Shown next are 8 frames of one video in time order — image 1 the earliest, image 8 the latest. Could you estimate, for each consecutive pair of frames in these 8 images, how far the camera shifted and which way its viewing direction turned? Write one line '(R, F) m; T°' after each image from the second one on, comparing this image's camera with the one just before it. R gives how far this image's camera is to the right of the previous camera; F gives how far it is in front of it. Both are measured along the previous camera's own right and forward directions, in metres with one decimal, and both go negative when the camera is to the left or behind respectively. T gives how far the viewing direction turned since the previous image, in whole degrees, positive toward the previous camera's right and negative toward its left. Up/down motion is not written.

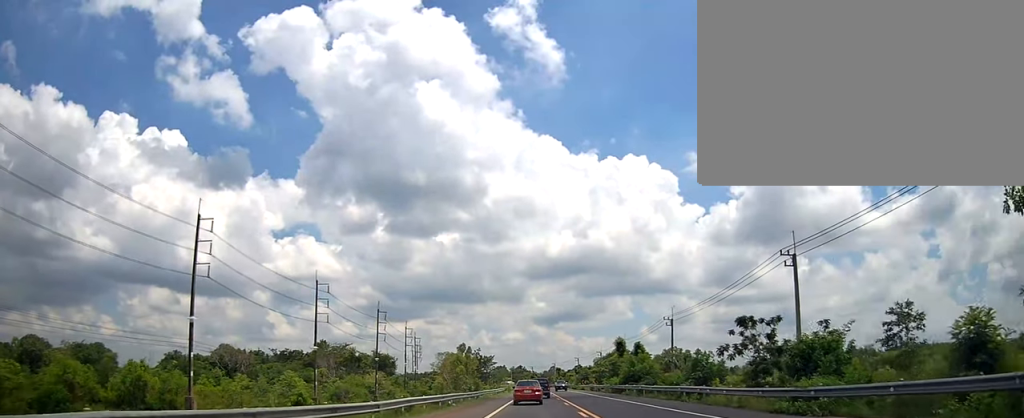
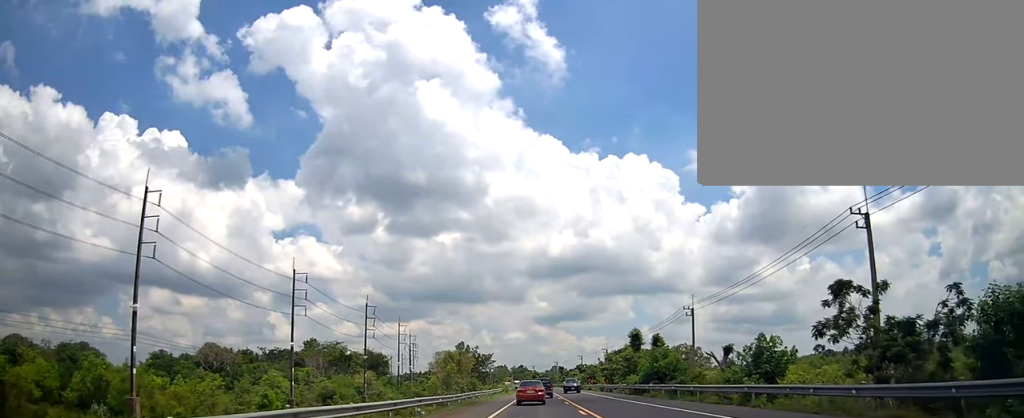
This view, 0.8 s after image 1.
(+0.5, +10.0) m; 0°
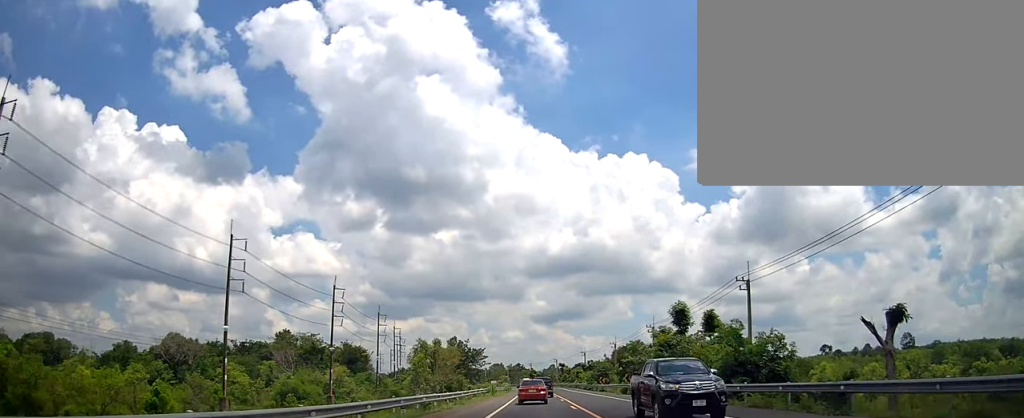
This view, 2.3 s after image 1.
(-1.1, +19.4) m; -3°
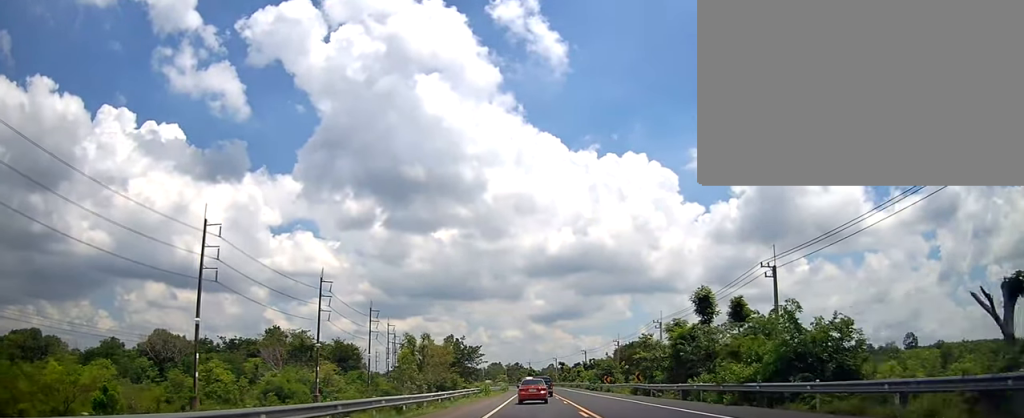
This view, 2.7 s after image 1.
(0.0, +6.1) m; 0°
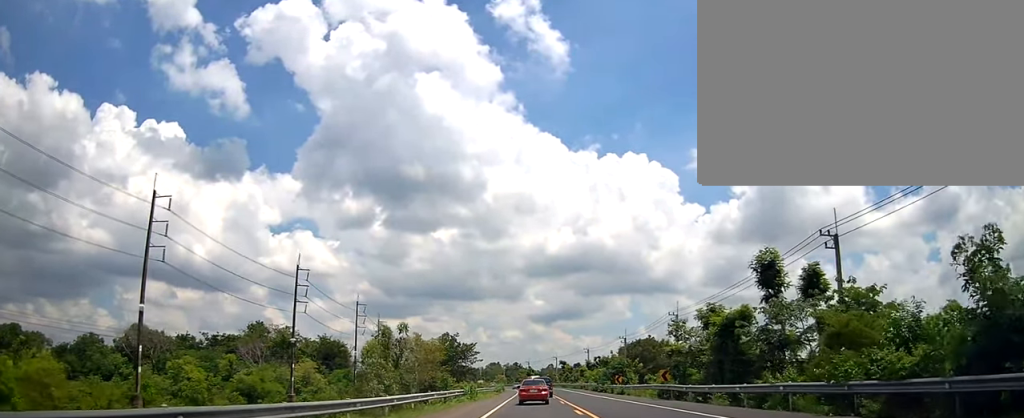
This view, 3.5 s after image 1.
(0.0, +10.2) m; +1°
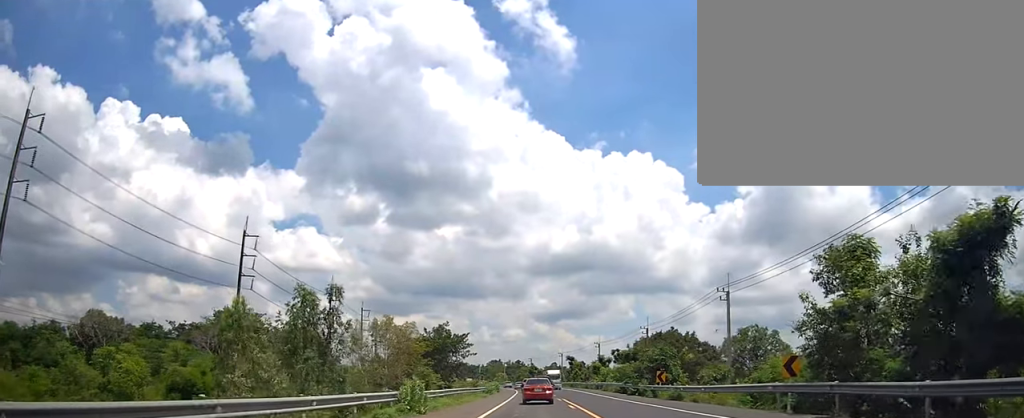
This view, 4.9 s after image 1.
(+0.3, +18.8) m; +1°
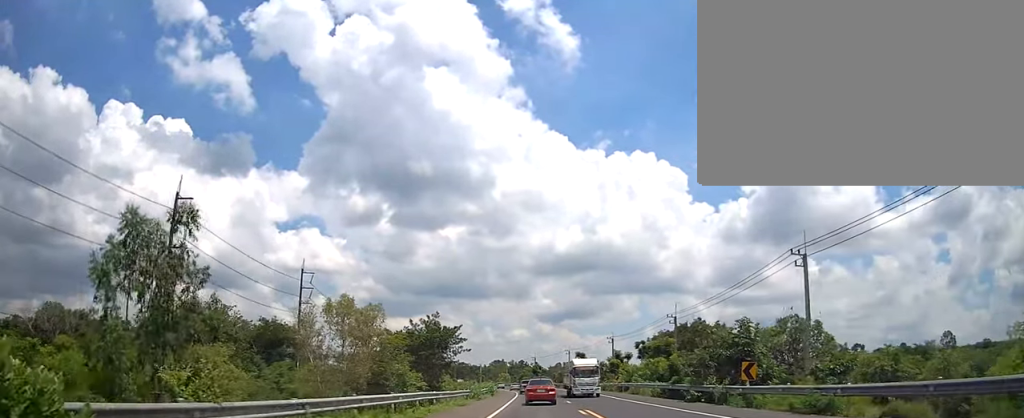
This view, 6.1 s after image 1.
(-0.1, +16.5) m; -1°
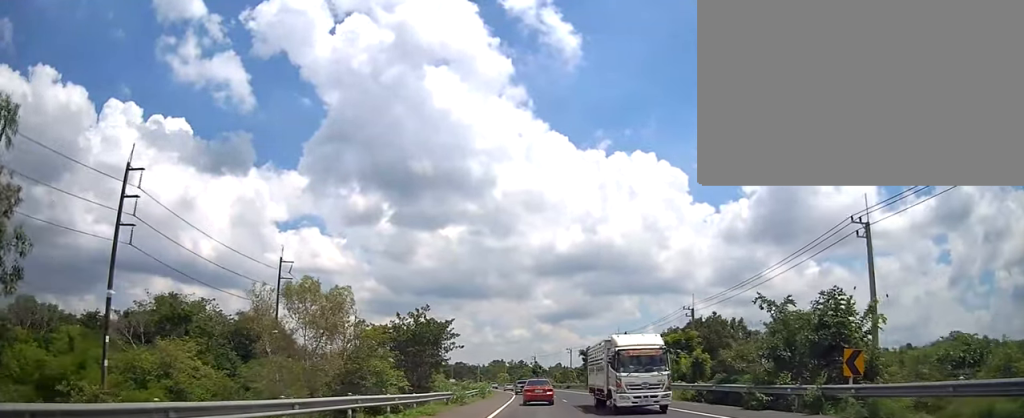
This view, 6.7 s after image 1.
(-0.1, +8.5) m; 0°
